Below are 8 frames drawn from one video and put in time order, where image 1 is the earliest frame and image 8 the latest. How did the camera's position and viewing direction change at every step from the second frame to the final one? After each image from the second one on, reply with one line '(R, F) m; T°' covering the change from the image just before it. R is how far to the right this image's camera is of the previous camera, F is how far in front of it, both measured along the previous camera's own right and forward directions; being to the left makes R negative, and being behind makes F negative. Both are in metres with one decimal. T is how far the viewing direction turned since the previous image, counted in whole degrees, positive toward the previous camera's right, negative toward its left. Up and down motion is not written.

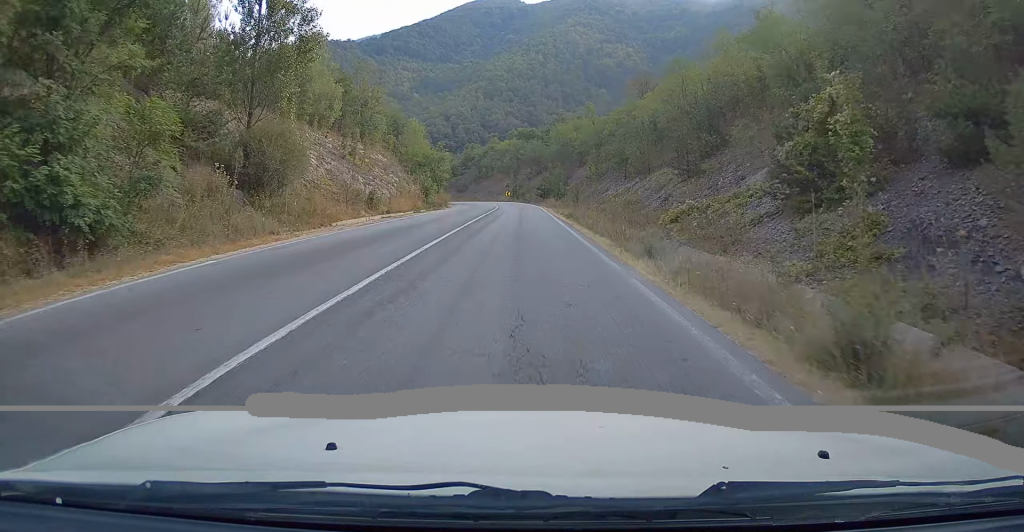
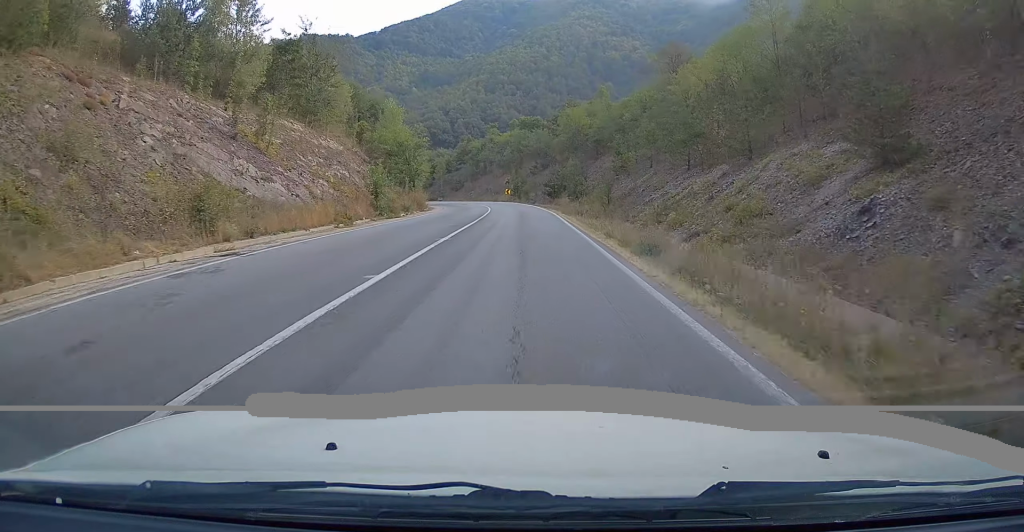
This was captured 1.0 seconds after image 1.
(0.0, +19.6) m; -1°
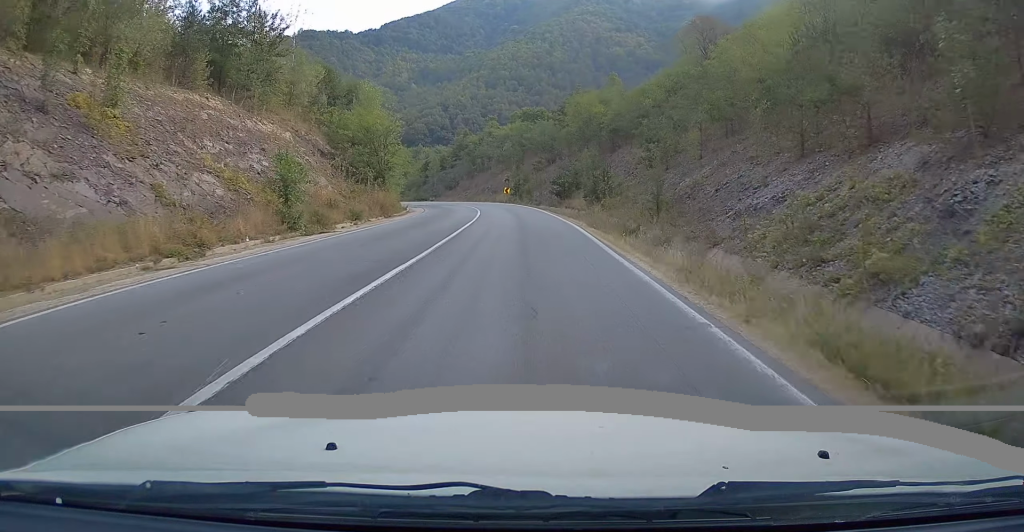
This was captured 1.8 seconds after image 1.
(-0.1, +14.0) m; -1°
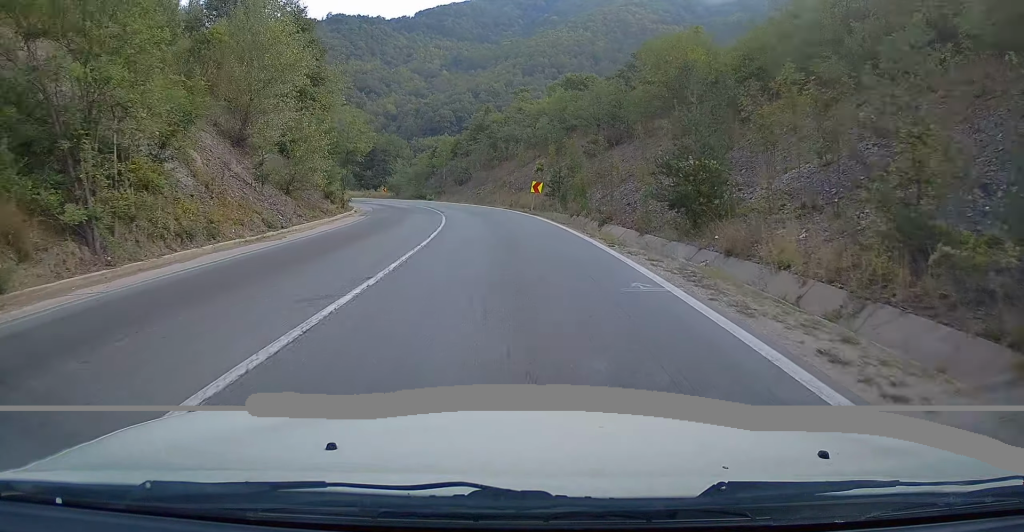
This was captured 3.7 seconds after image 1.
(-0.6, +35.5) m; -2°
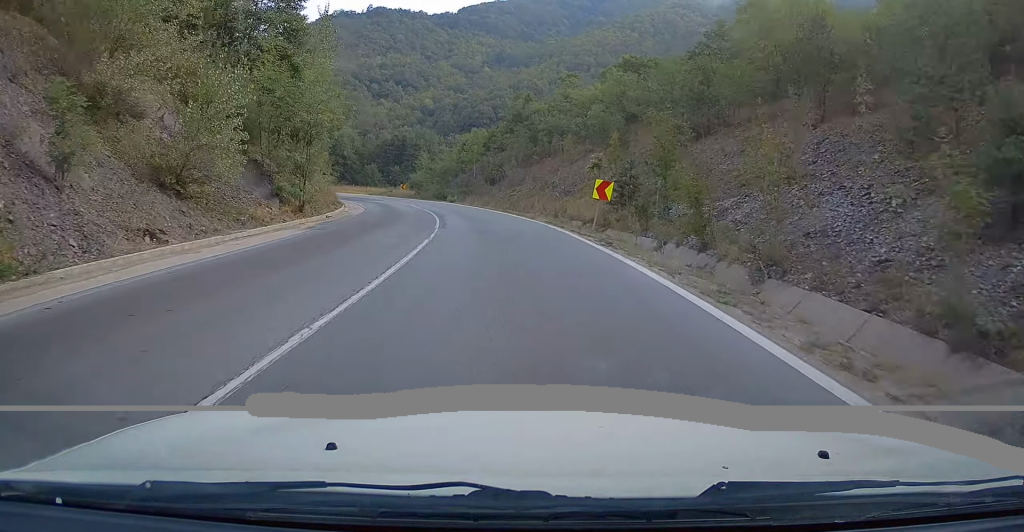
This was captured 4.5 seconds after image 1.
(-0.2, +15.3) m; -2°
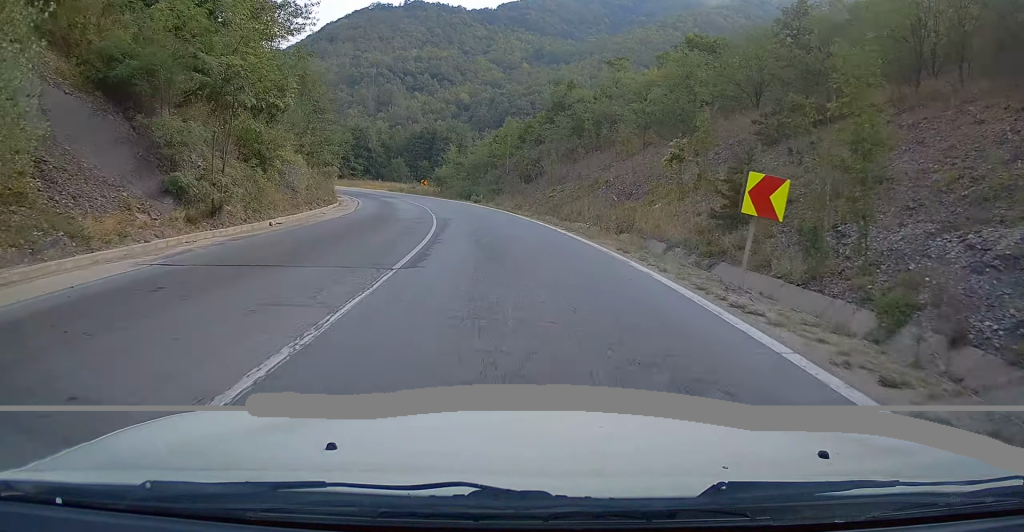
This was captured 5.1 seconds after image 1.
(+0.1, +11.6) m; -3°
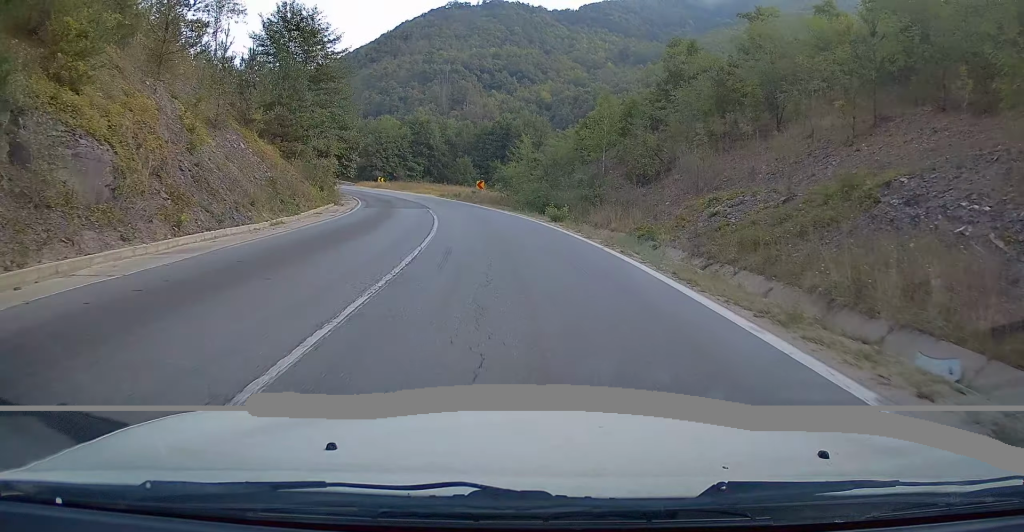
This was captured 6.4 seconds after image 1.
(-1.5, +23.2) m; -6°
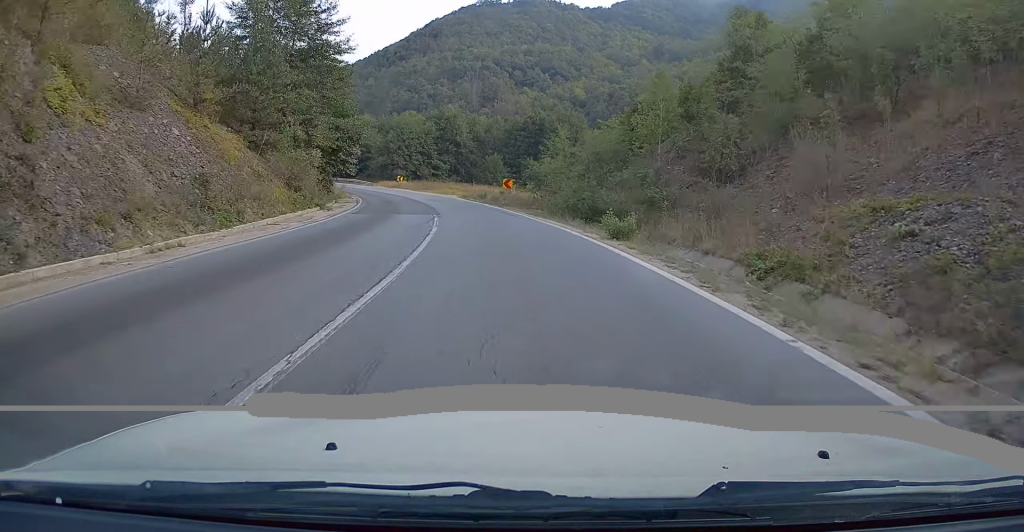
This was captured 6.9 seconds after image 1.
(+0.1, +9.1) m; -3°
